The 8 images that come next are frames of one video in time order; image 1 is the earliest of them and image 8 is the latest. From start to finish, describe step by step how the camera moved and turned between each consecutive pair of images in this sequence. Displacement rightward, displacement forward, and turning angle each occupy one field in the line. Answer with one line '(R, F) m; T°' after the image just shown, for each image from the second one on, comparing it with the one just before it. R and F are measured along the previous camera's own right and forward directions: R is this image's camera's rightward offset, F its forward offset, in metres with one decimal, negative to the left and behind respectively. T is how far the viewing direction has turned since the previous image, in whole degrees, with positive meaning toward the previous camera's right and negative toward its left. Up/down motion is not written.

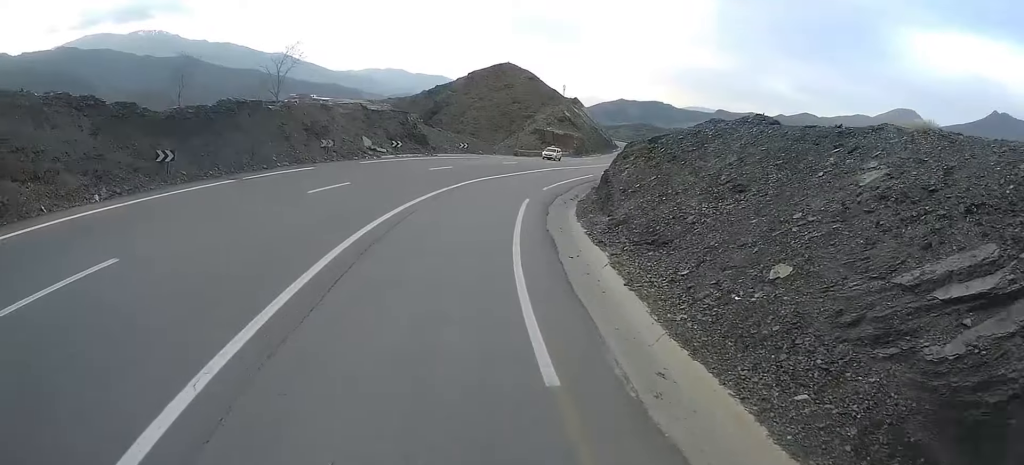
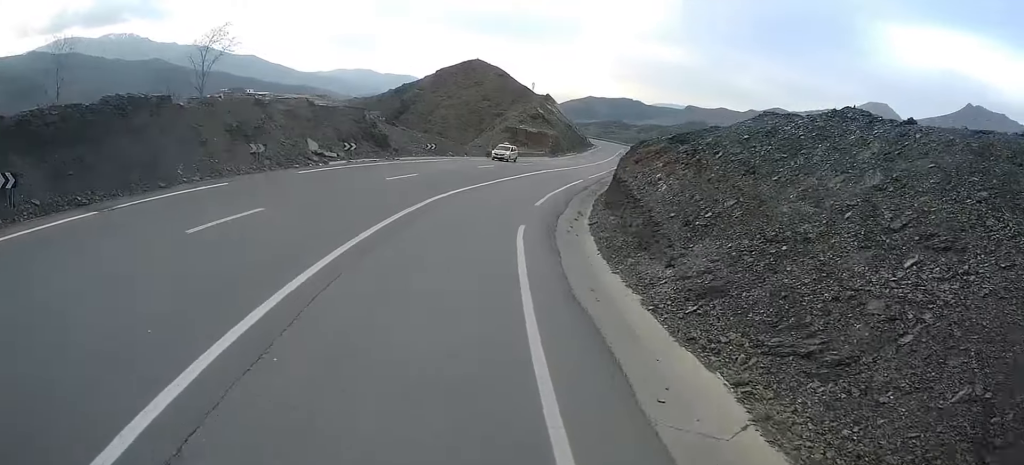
(+0.1, +8.4) m; +3°
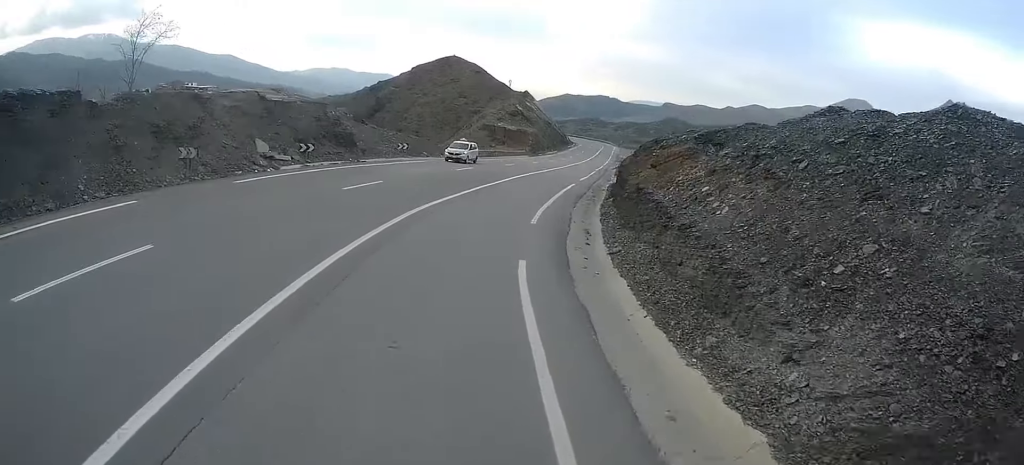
(+0.2, +5.6) m; +3°
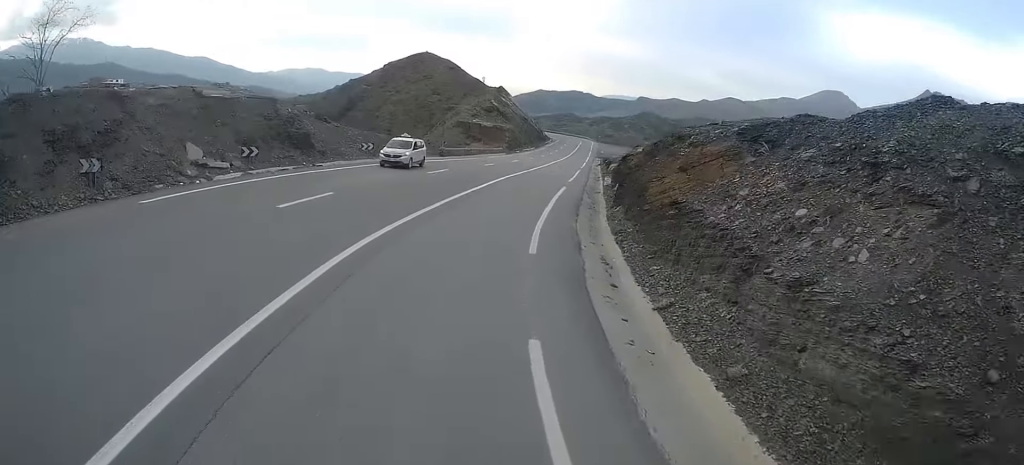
(+0.1, +5.7) m; +3°
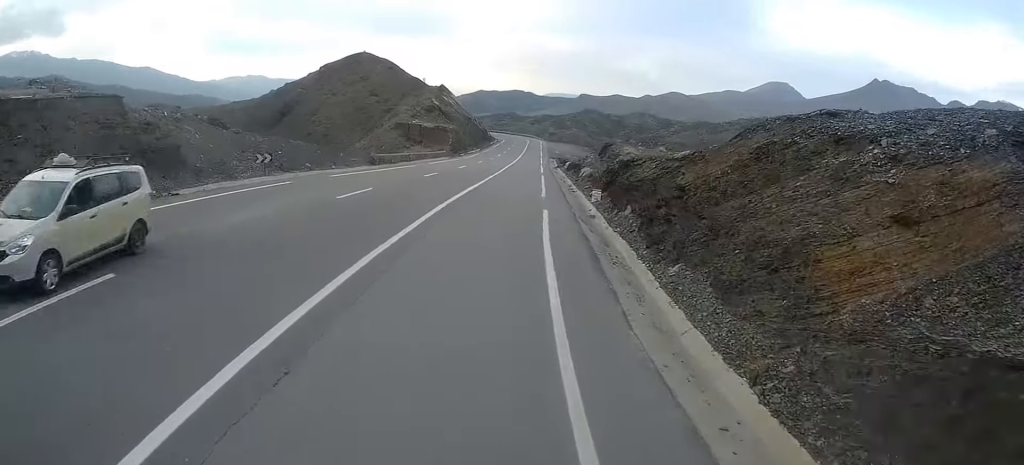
(+0.4, +11.6) m; +5°
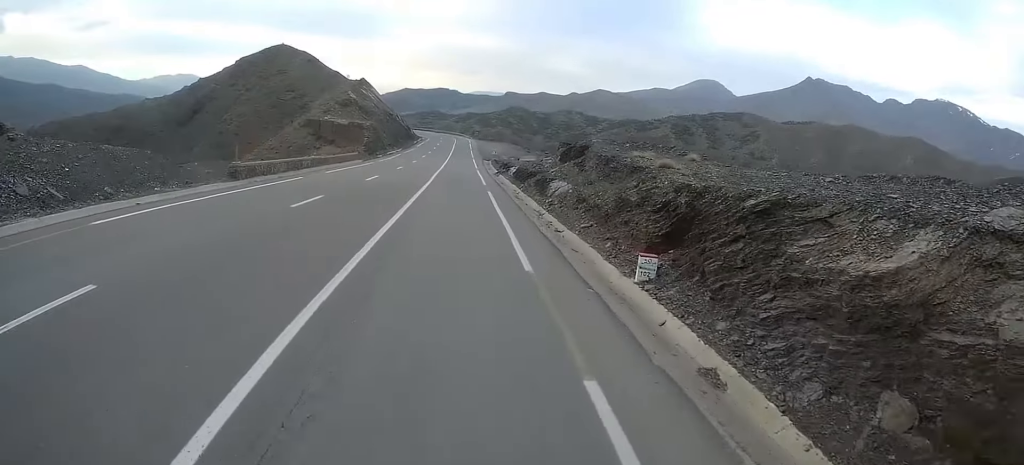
(+1.1, +16.9) m; +4°
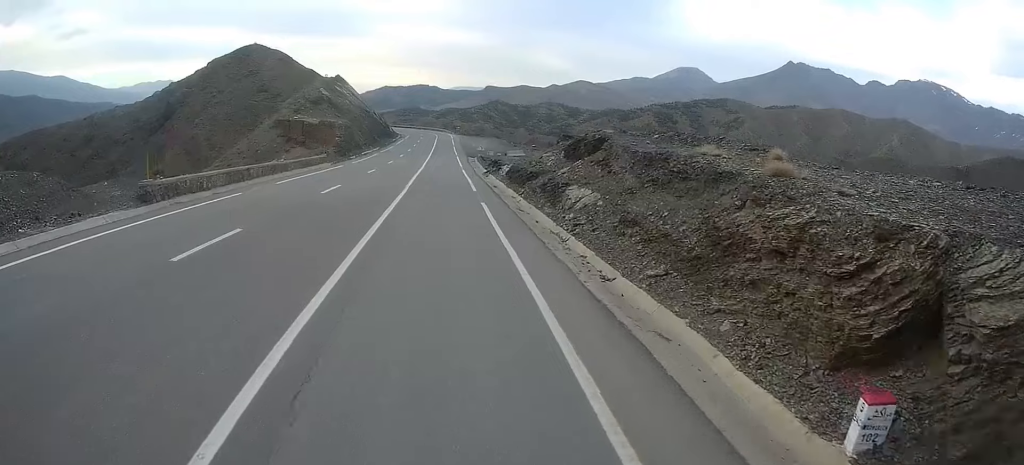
(-0.1, +8.4) m; +1°
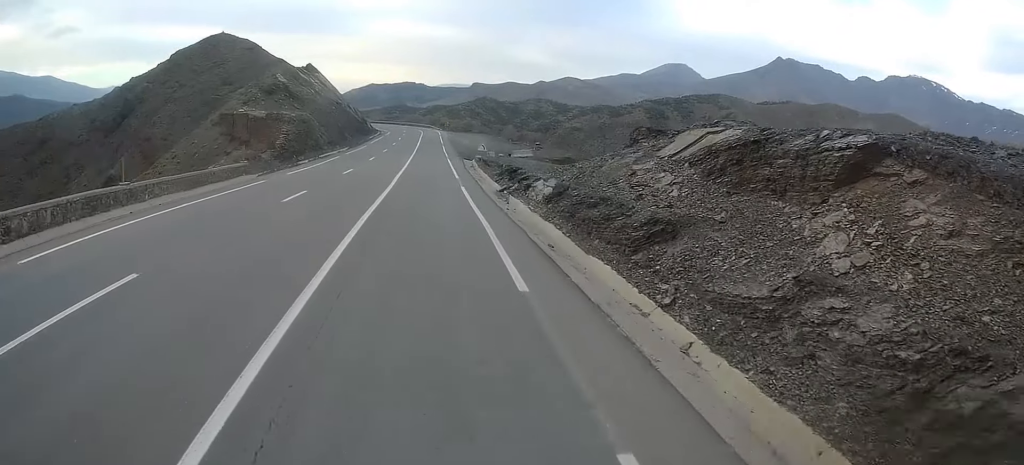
(+0.7, +21.4) m; +2°
